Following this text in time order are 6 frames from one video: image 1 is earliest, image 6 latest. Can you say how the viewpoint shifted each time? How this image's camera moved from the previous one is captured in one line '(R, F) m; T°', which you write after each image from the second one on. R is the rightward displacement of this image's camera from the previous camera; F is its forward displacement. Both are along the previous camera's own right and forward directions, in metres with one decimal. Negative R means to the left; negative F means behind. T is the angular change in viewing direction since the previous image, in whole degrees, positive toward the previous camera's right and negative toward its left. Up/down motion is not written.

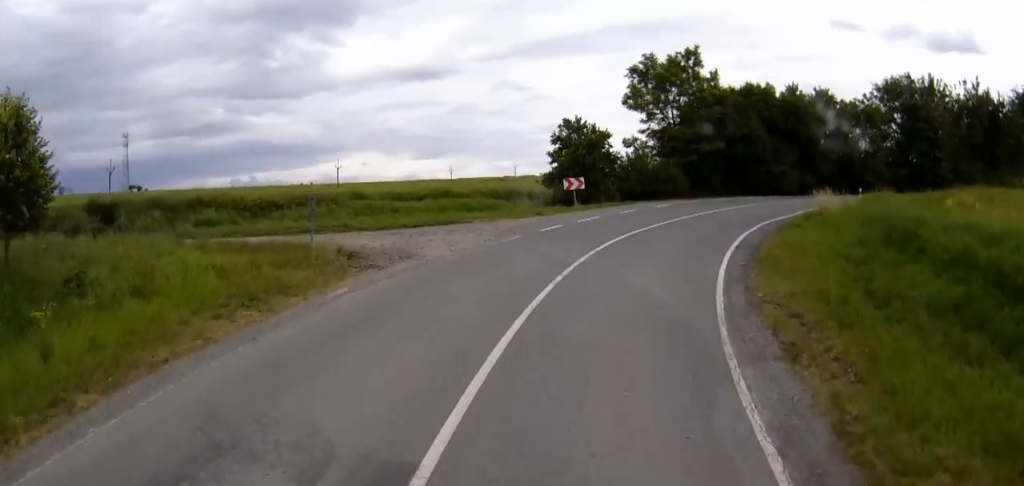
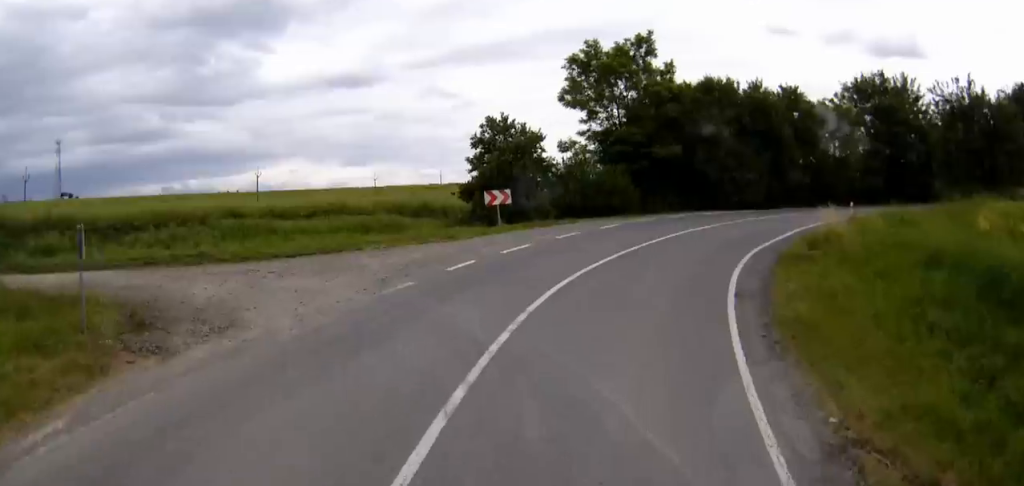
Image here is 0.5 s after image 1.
(0.0, +6.9) m; +2°
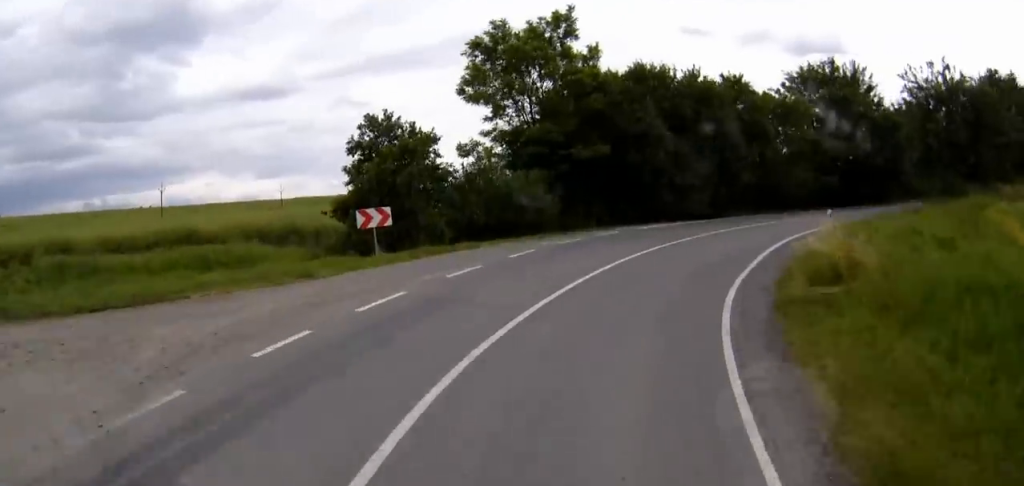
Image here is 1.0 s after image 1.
(-0.1, +6.4) m; +2°
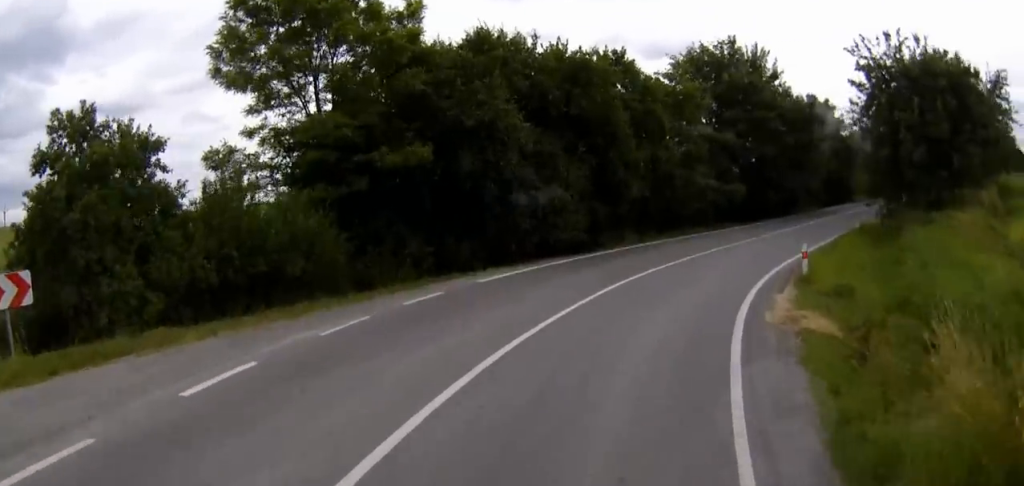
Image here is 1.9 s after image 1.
(+0.4, +10.2) m; +9°
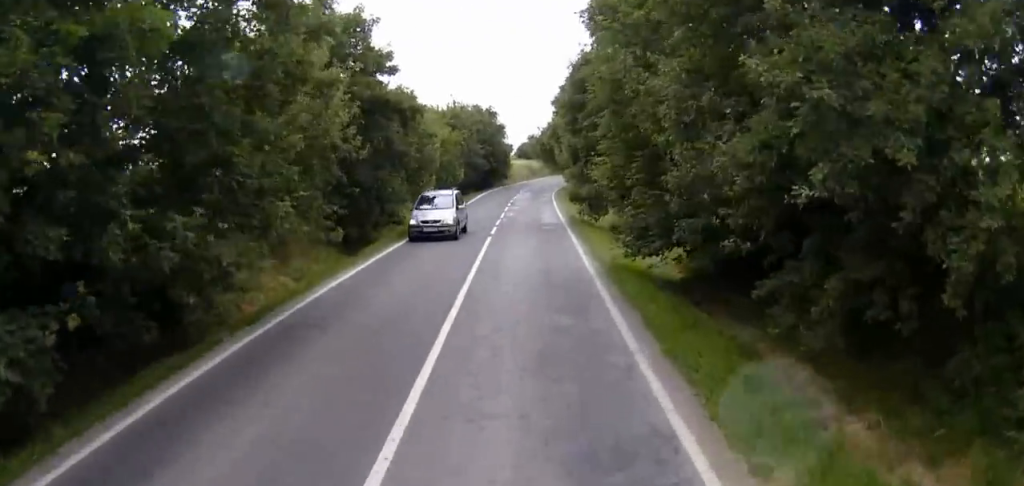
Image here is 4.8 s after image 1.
(+12.7, +29.3) m; +36°
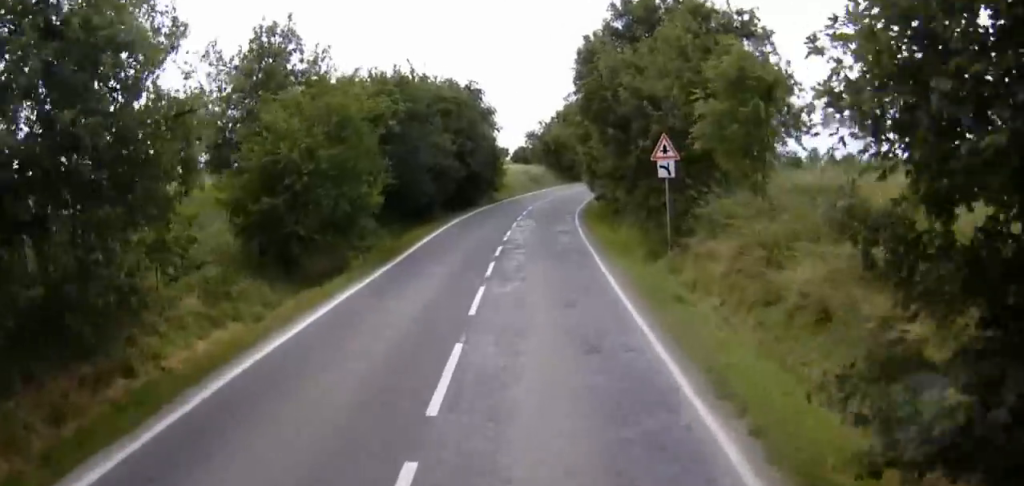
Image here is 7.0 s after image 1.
(-0.6, +23.6) m; -1°
